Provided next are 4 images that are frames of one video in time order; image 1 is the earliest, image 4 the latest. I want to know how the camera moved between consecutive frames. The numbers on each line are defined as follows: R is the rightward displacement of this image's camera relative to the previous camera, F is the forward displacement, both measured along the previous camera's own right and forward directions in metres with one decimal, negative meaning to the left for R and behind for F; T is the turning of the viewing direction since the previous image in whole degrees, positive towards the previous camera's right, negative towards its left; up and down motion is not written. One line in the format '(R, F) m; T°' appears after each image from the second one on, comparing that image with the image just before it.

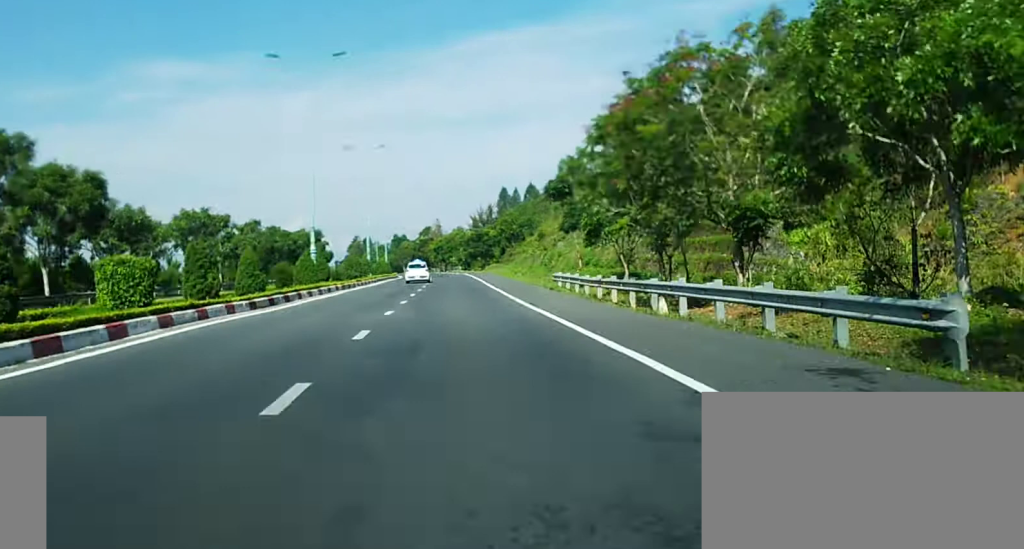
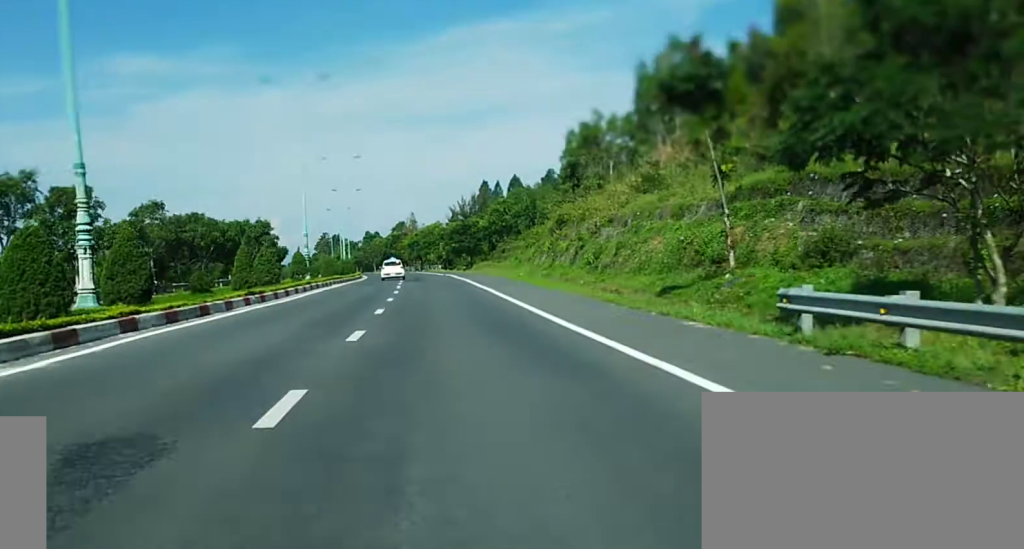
(+0.8, +32.9) m; +2°
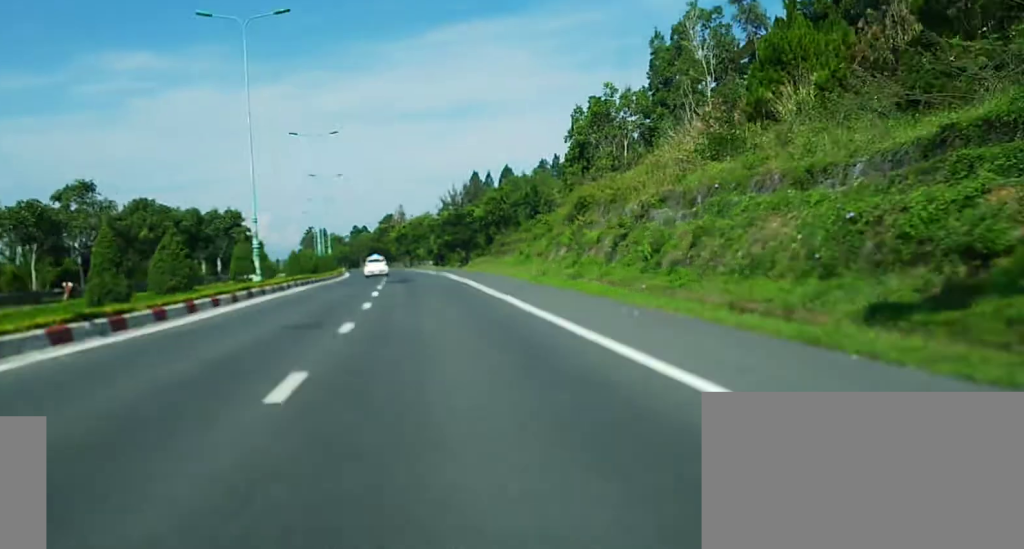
(0.0, +15.0) m; +1°
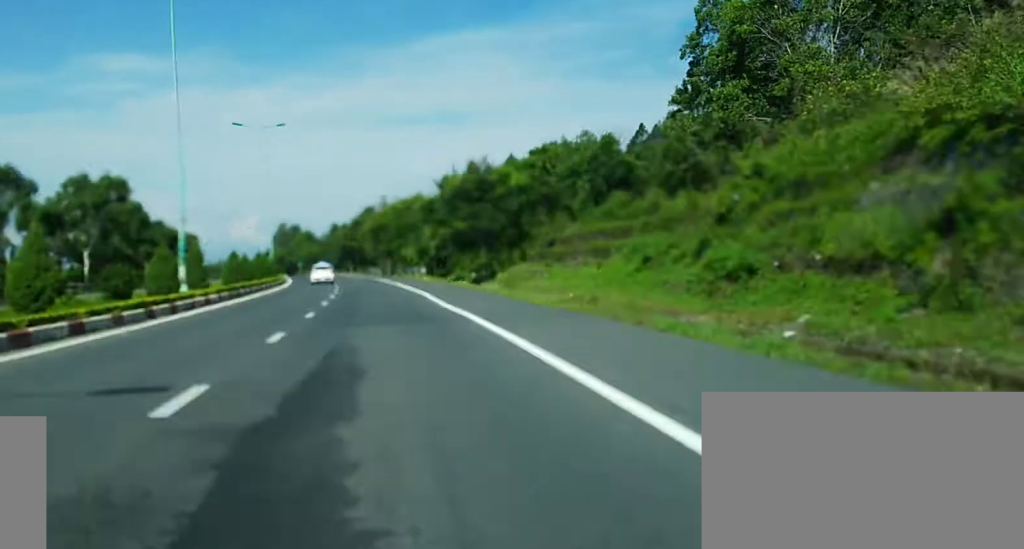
(+0.3, +45.3) m; -1°
